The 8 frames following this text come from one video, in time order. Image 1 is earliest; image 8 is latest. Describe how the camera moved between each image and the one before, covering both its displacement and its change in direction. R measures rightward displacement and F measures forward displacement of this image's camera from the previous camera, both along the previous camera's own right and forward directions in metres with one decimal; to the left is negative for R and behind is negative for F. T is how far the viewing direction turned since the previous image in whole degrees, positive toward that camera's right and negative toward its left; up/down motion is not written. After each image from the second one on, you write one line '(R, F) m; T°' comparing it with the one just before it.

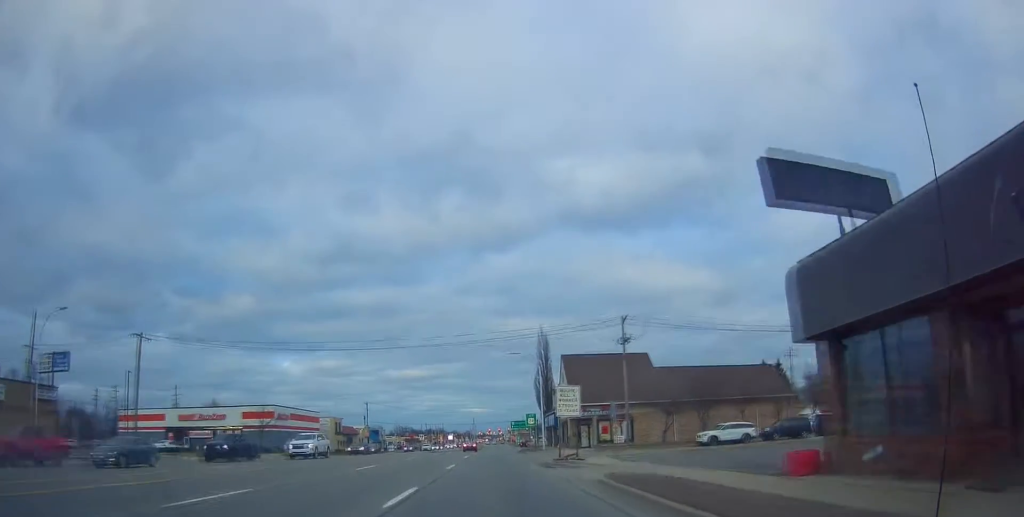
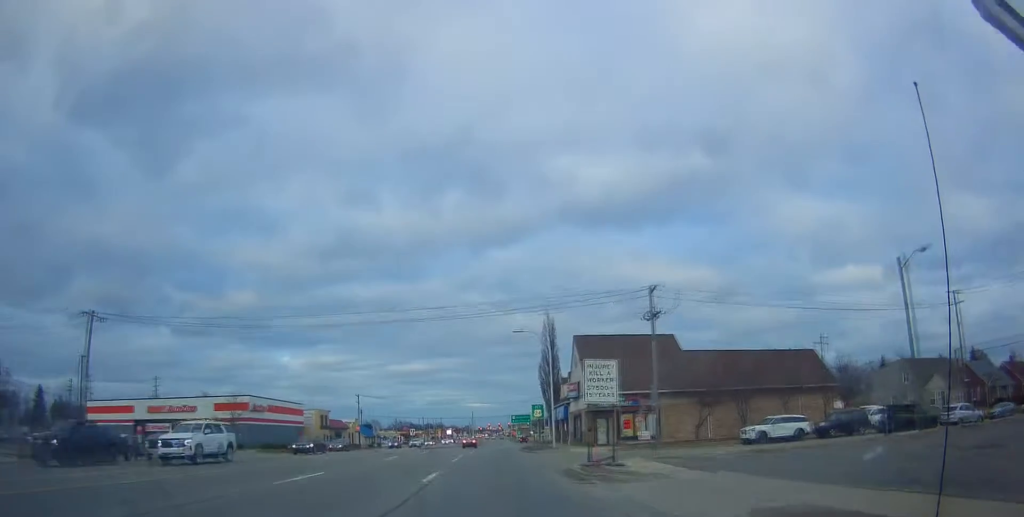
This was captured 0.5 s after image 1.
(0.0, +8.8) m; 0°
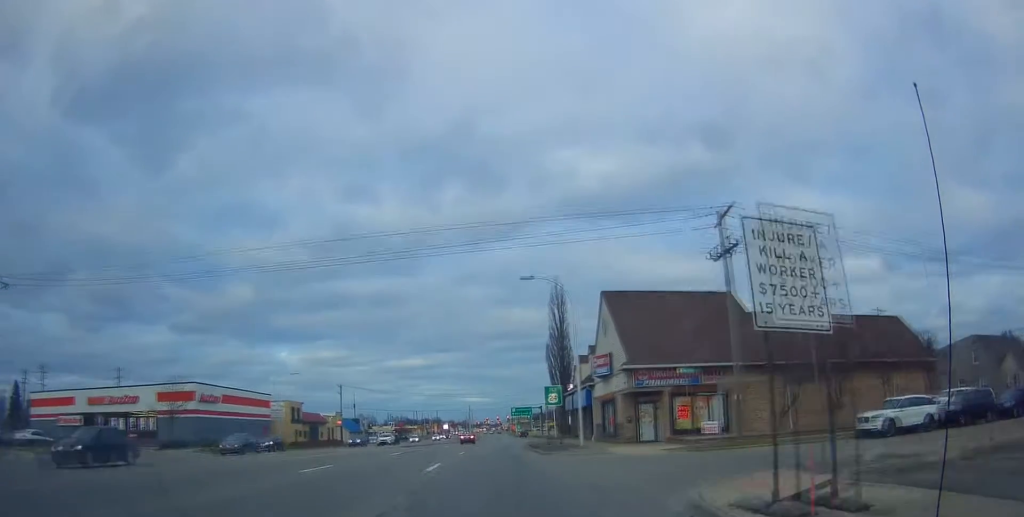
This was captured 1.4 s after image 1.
(0.0, +13.8) m; +1°
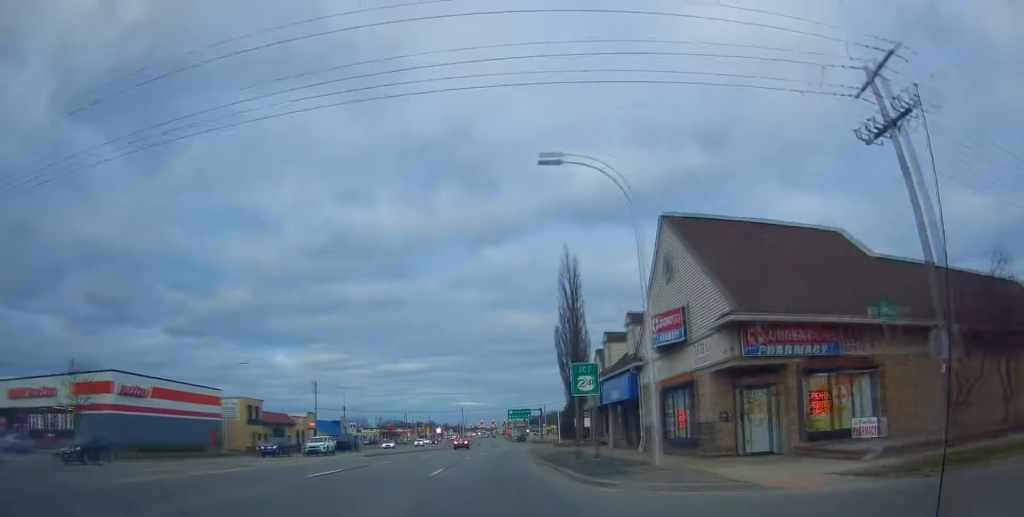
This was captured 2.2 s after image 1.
(+0.5, +14.5) m; -1°
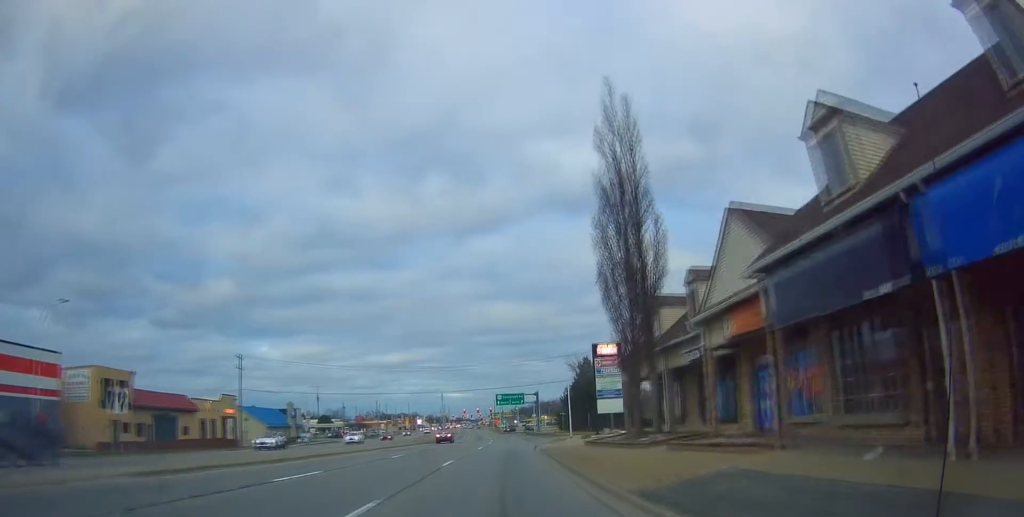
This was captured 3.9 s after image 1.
(-0.8, +27.7) m; +1°
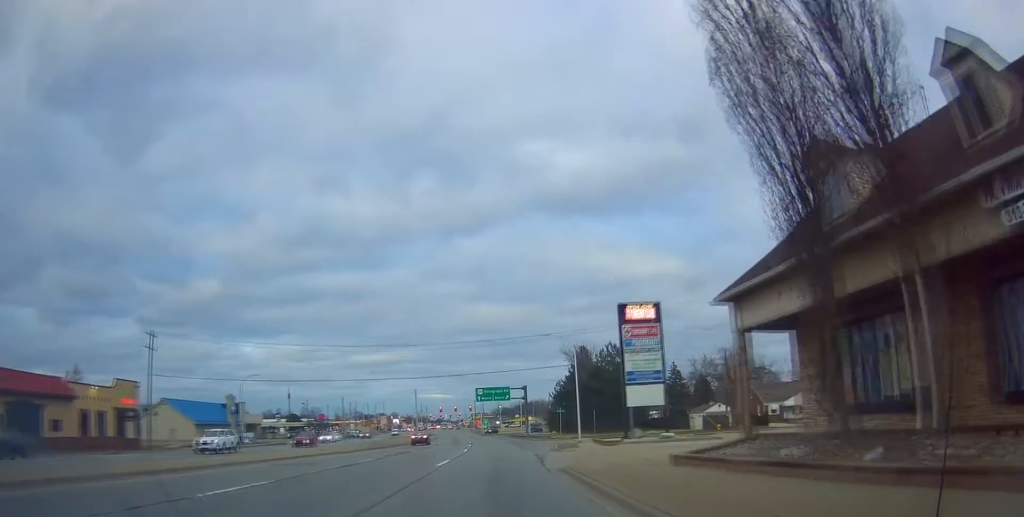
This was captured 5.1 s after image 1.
(+0.4, +19.0) m; +2°
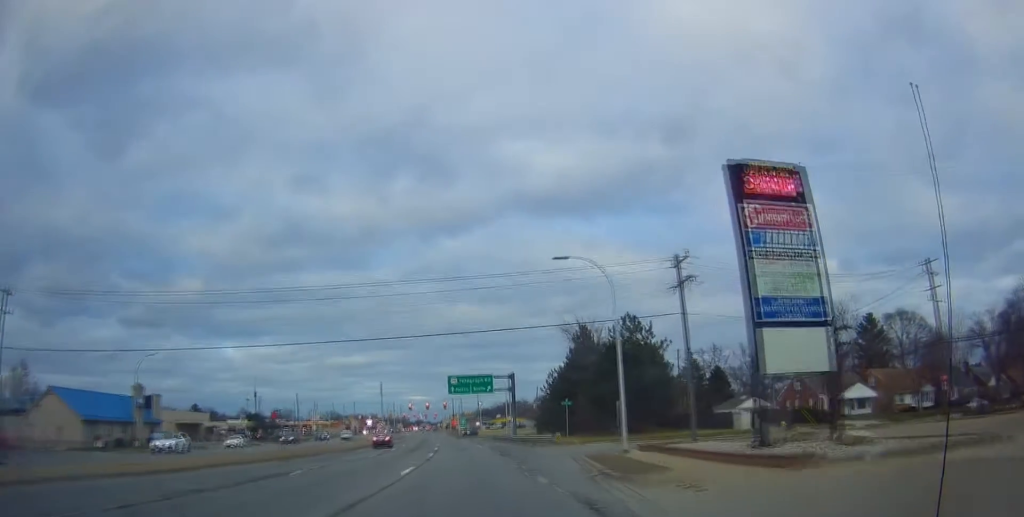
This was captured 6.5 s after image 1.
(+0.3, +22.4) m; 0°
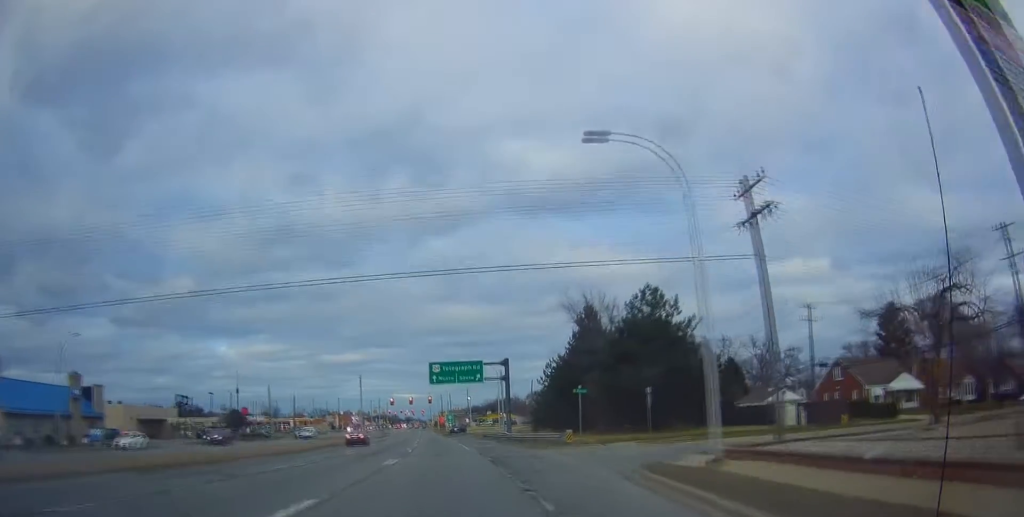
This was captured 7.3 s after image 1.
(+0.1, +12.3) m; -1°
